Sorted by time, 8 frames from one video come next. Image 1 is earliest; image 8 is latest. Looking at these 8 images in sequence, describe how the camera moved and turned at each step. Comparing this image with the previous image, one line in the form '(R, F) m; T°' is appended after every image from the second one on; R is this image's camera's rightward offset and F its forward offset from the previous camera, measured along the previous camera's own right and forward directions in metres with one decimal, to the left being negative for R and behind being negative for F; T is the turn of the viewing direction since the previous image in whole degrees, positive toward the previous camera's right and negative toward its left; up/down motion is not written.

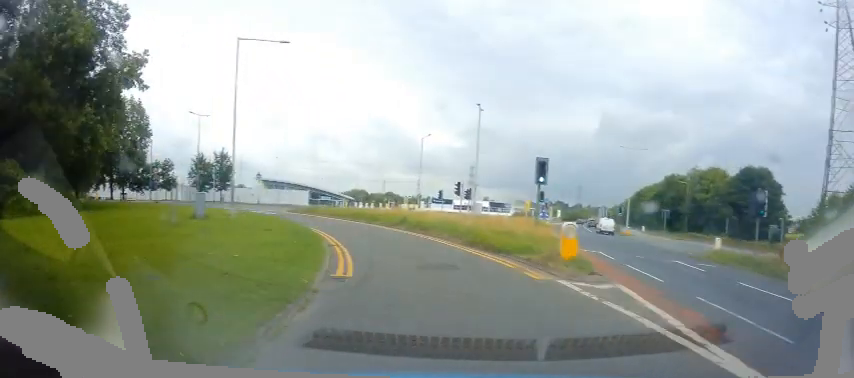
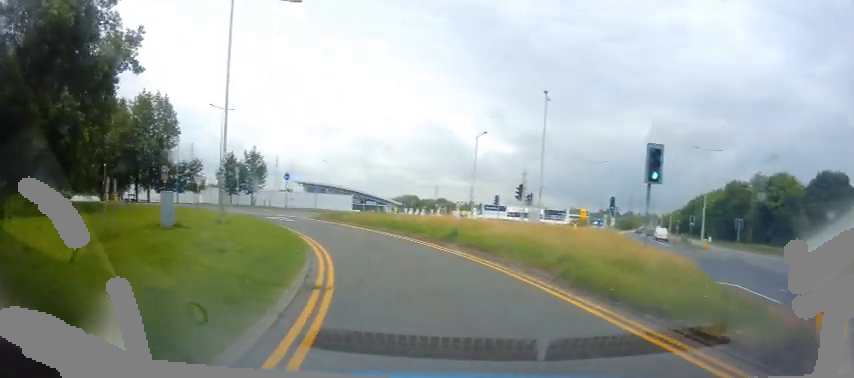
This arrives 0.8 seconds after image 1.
(-0.1, +6.4) m; -7°
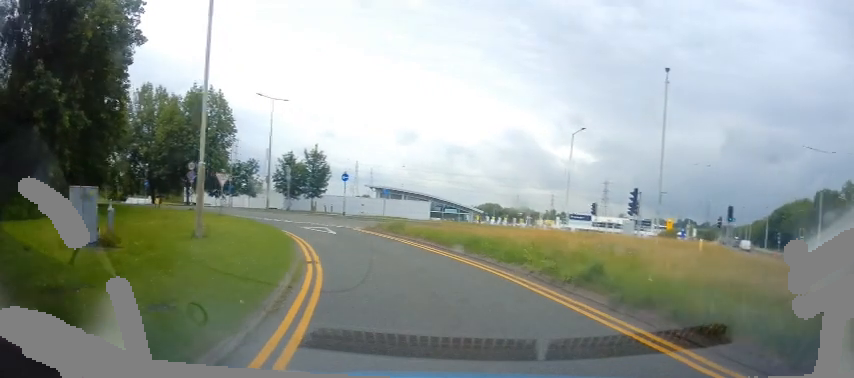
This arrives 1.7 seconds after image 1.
(-0.9, +7.6) m; -11°
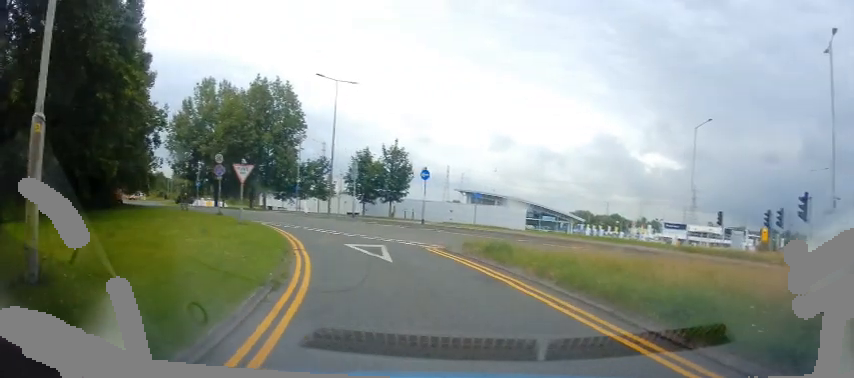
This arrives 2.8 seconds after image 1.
(-0.6, +7.7) m; -10°
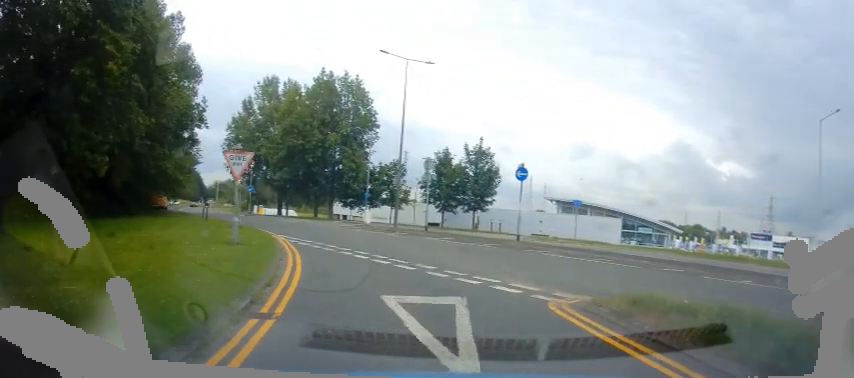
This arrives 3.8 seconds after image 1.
(-0.7, +7.4) m; -13°
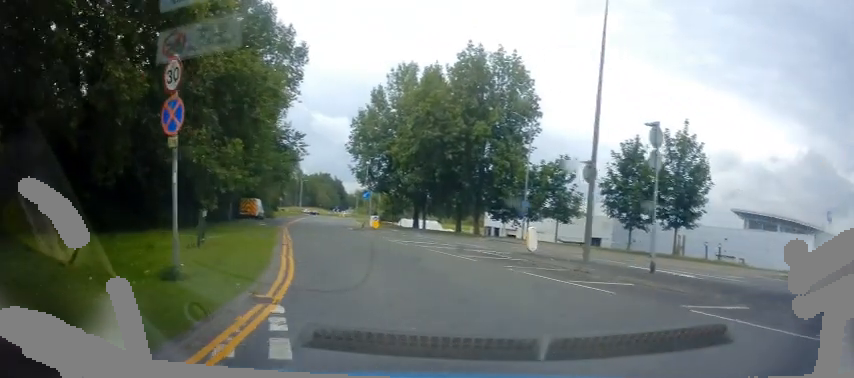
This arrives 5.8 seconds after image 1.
(-1.7, +12.6) m; -16°
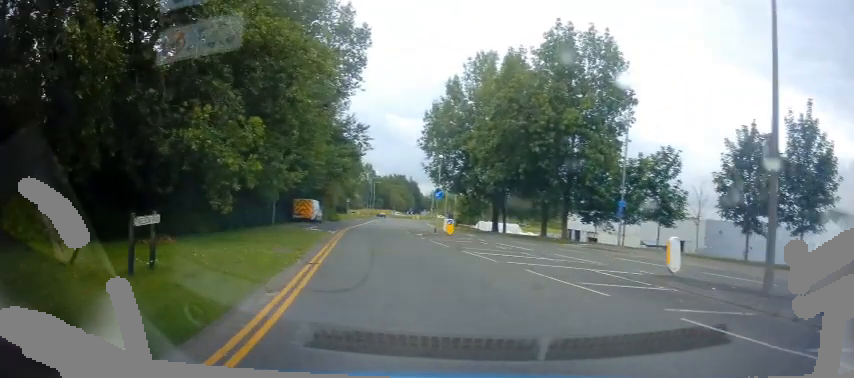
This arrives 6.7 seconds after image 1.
(-0.7, +5.9) m; -8°
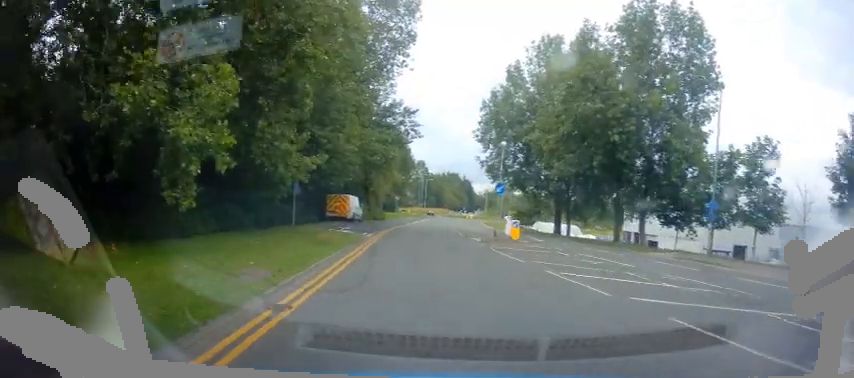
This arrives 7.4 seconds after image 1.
(-0.3, +5.9) m; -4°
